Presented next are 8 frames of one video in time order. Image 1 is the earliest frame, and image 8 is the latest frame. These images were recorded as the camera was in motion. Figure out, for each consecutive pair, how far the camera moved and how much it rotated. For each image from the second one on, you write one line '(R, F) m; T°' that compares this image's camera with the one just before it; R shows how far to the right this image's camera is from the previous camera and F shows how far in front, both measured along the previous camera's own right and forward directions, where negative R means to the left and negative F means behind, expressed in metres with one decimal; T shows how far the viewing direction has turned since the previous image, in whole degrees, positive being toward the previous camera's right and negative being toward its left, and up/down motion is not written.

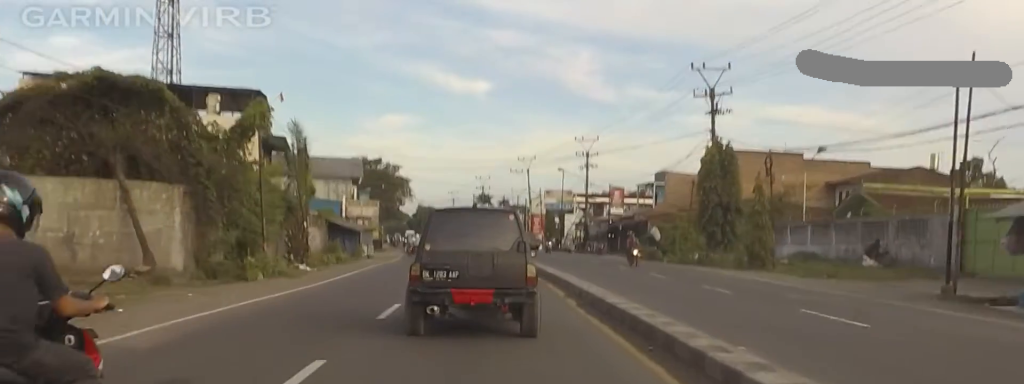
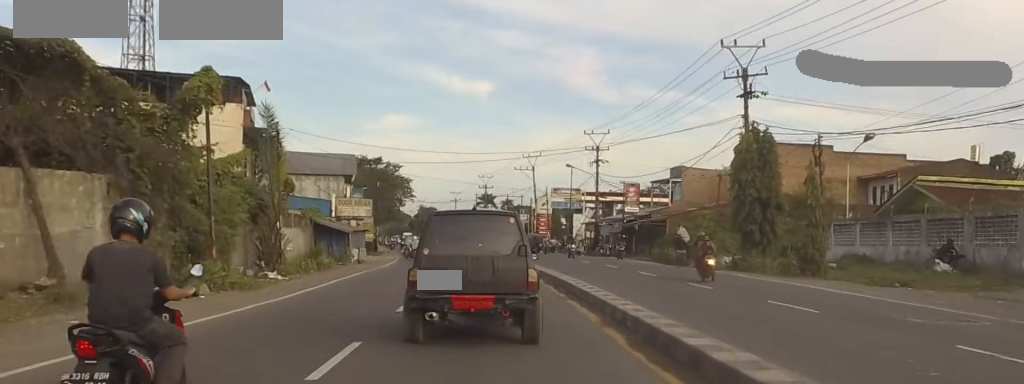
(-0.1, +6.3) m; +1°
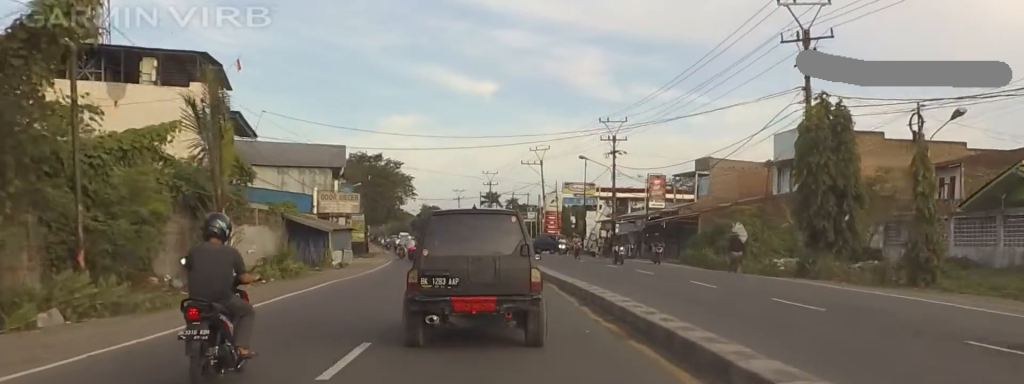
(+0.2, +8.6) m; 0°
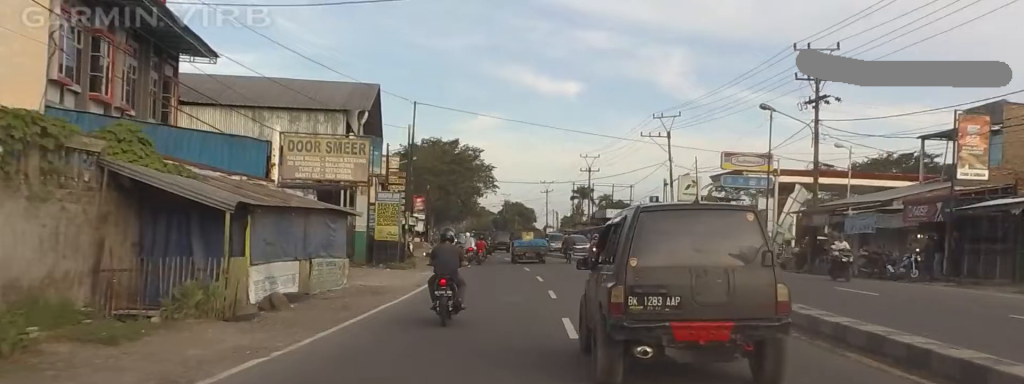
(-0.6, +29.8) m; -2°
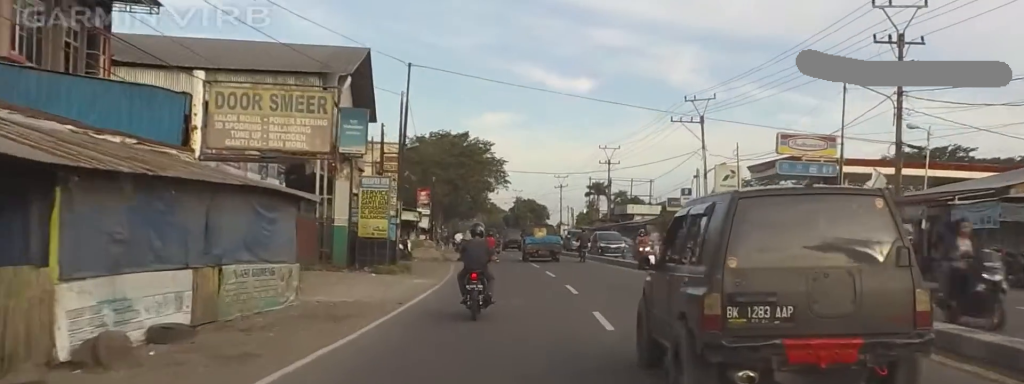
(0.0, +7.5) m; 0°
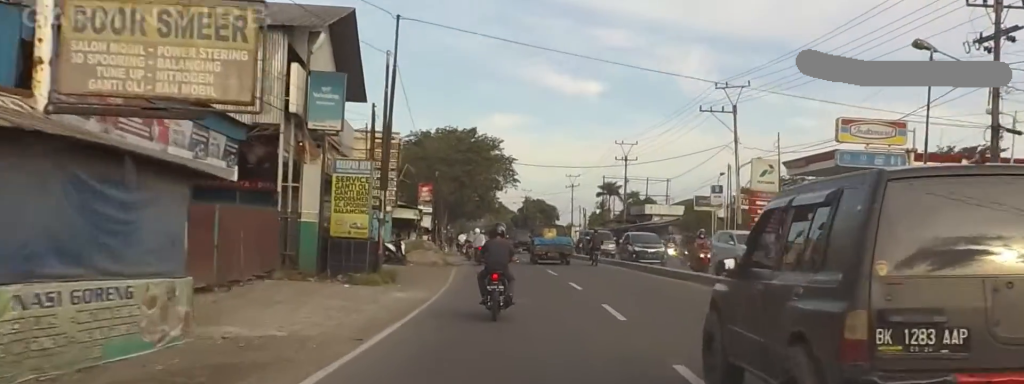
(0.0, +6.0) m; 0°
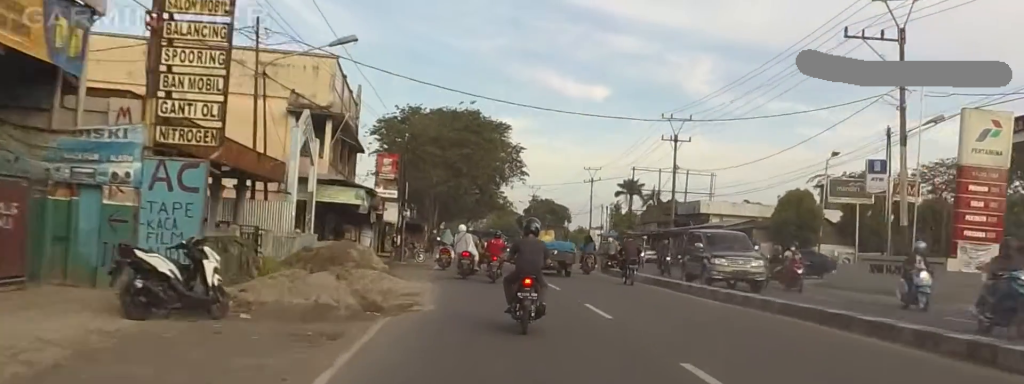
(0.0, +22.2) m; 0°
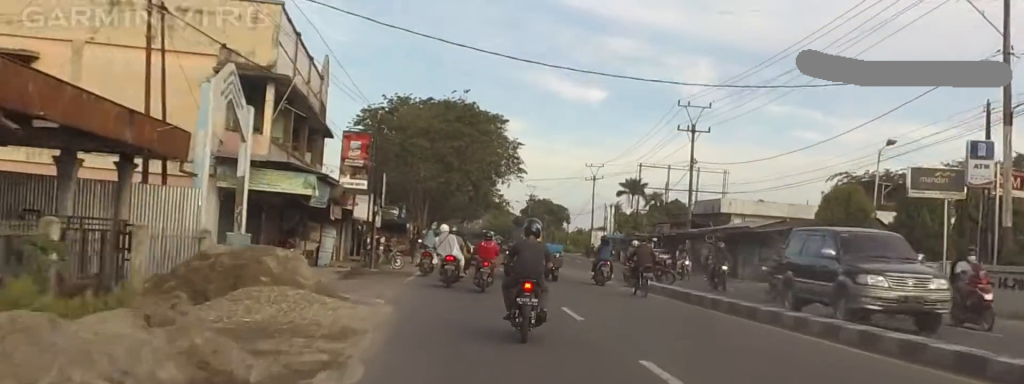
(0.0, +7.6) m; 0°
